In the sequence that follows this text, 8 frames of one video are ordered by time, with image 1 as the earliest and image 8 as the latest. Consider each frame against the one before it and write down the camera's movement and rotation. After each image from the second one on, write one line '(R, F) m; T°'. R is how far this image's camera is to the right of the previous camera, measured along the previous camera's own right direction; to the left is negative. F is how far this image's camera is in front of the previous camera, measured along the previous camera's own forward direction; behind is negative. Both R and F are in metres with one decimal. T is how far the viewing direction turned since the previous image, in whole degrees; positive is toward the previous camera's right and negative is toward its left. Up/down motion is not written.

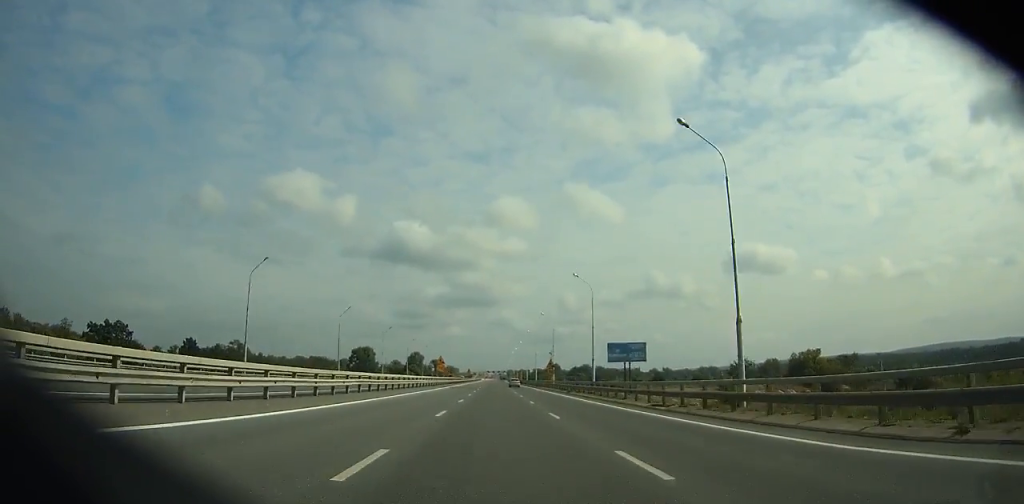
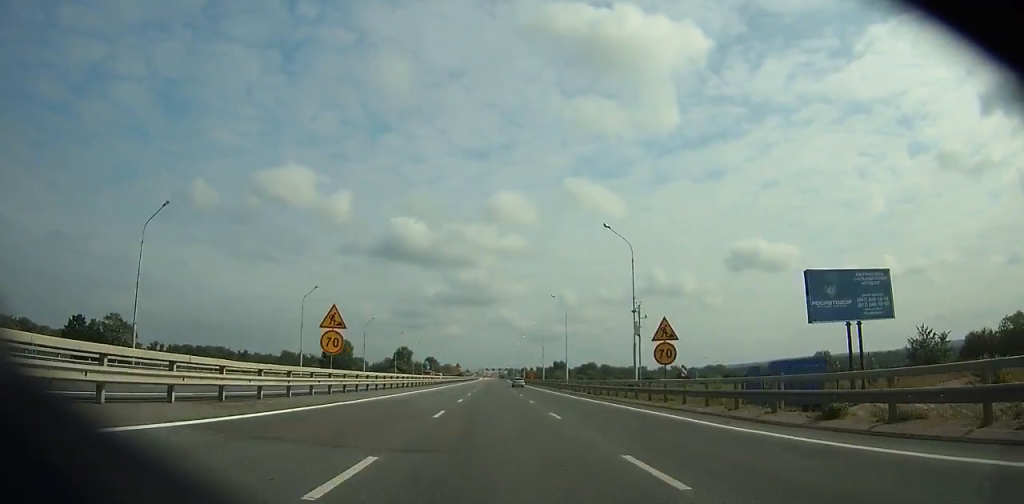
(-0.2, +60.7) m; 0°
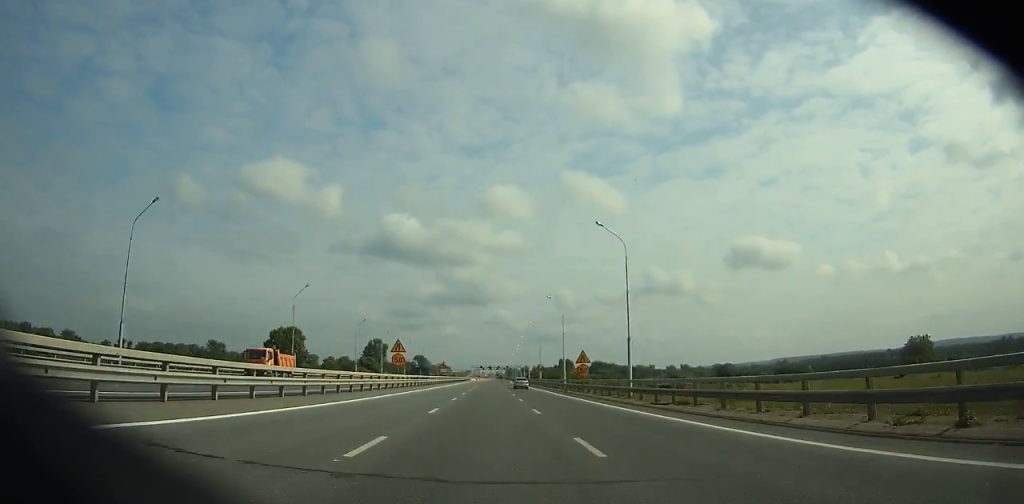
(+0.4, +80.5) m; +1°
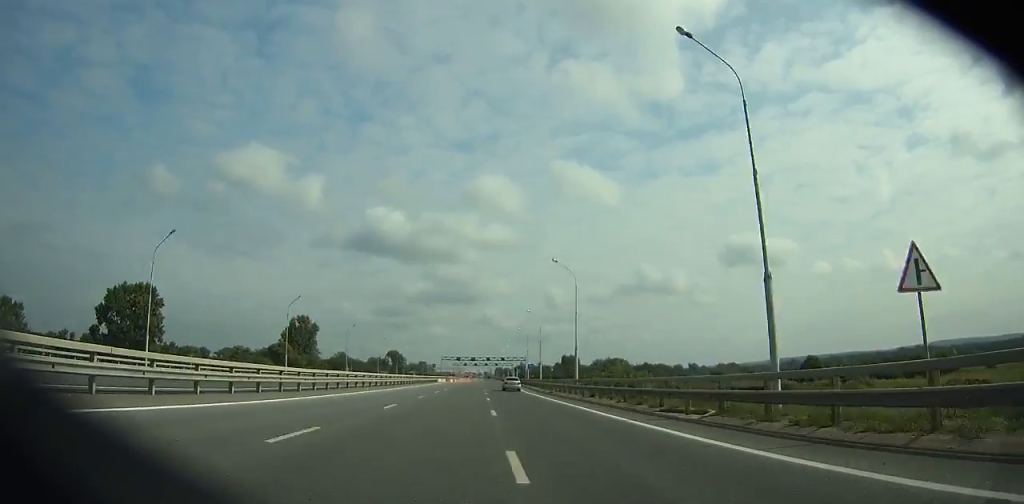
(+1.1, +103.7) m; +1°
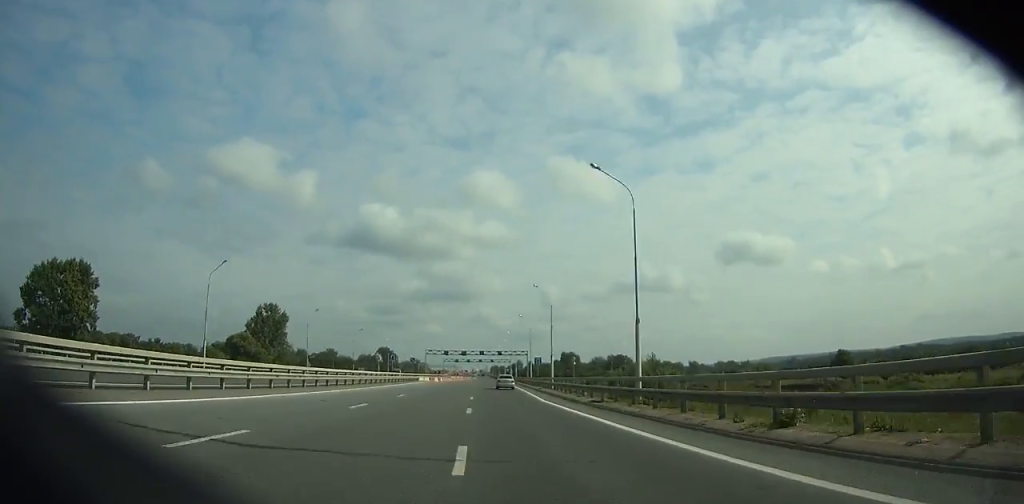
(+0.1, +26.1) m; 0°
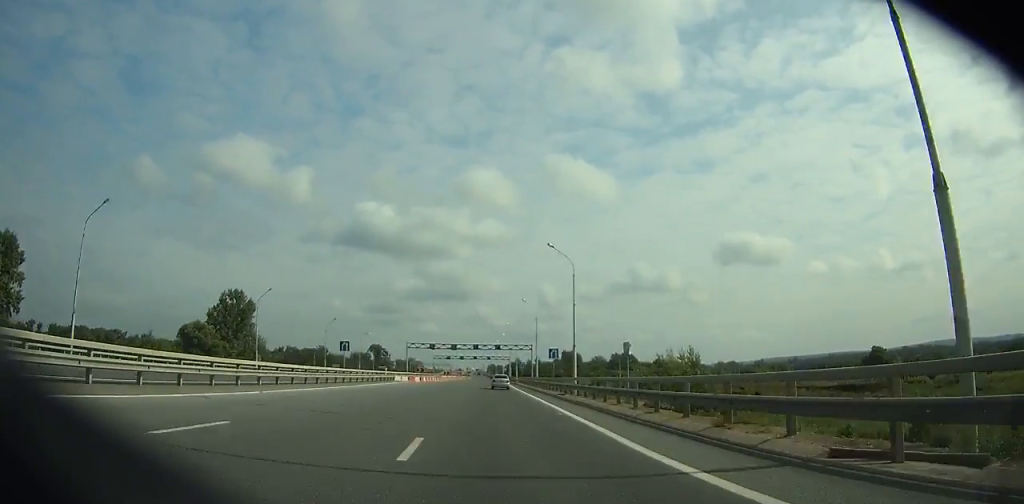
(0.0, +24.2) m; 0°
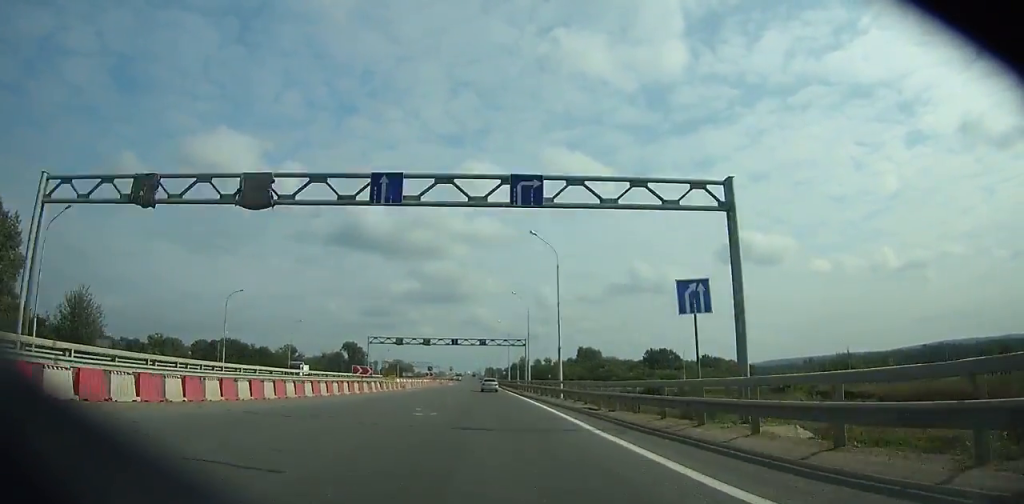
(0.0, +88.2) m; 0°
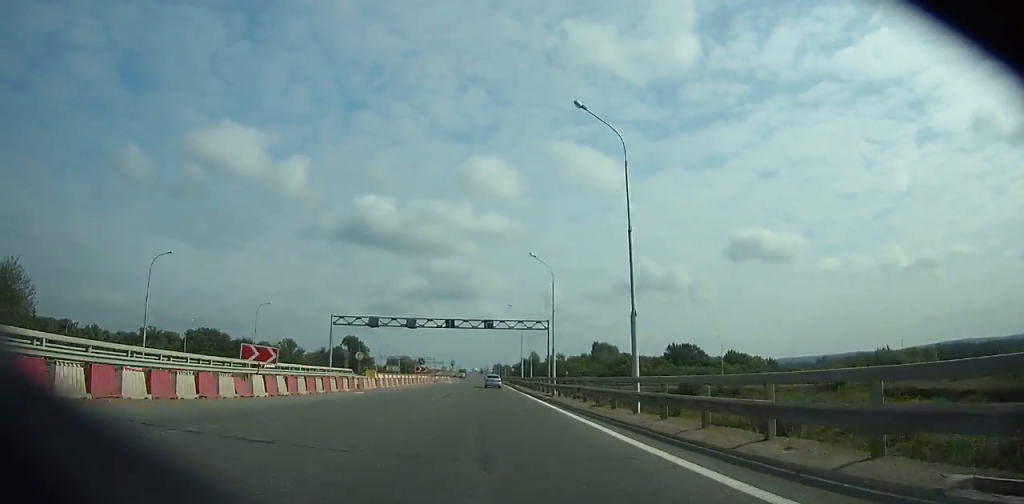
(0.0, +22.0) m; 0°
